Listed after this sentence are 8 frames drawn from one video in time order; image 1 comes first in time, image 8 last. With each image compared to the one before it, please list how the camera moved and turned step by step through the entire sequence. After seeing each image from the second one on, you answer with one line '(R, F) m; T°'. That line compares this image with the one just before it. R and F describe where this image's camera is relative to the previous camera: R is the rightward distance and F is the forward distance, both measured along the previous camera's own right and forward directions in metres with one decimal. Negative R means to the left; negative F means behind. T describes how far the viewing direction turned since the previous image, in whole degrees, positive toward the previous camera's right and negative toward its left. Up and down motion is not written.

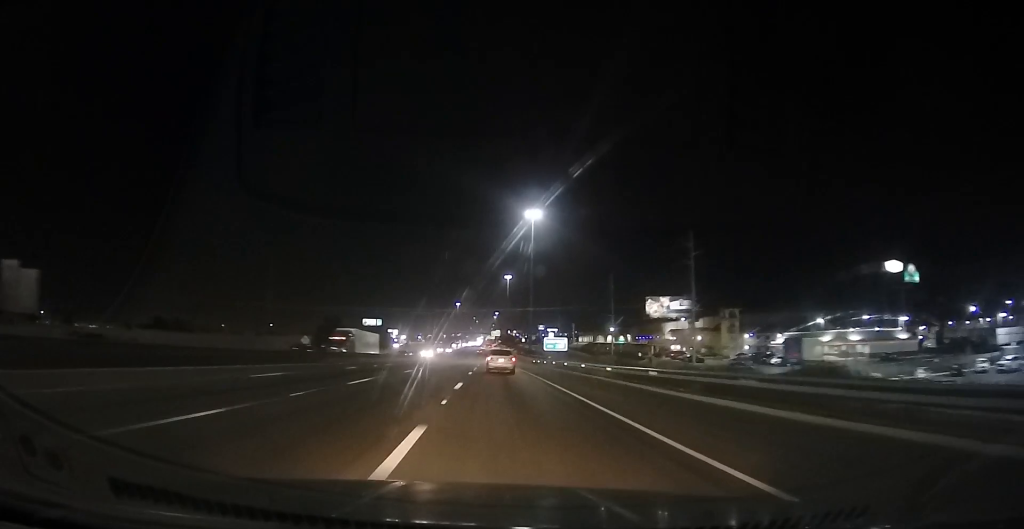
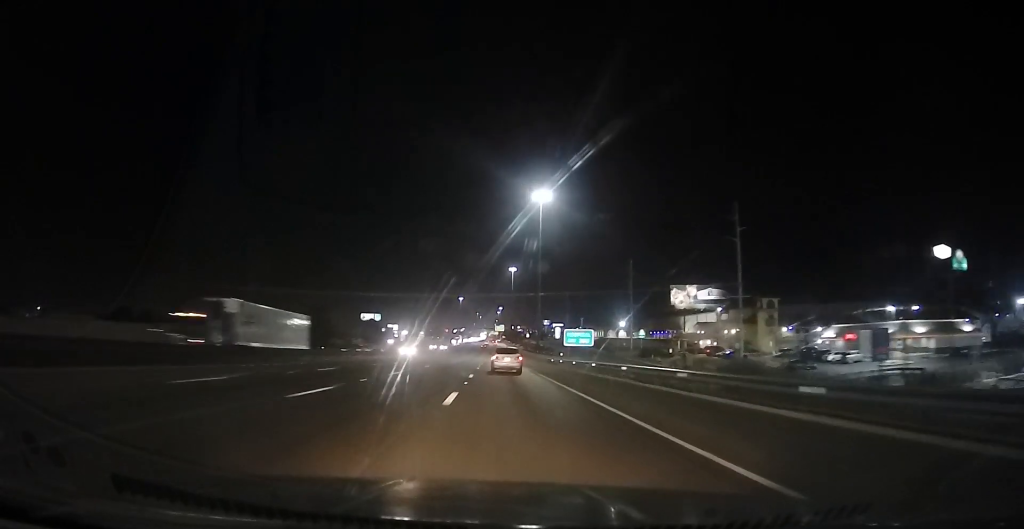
(0.0, +17.8) m; 0°
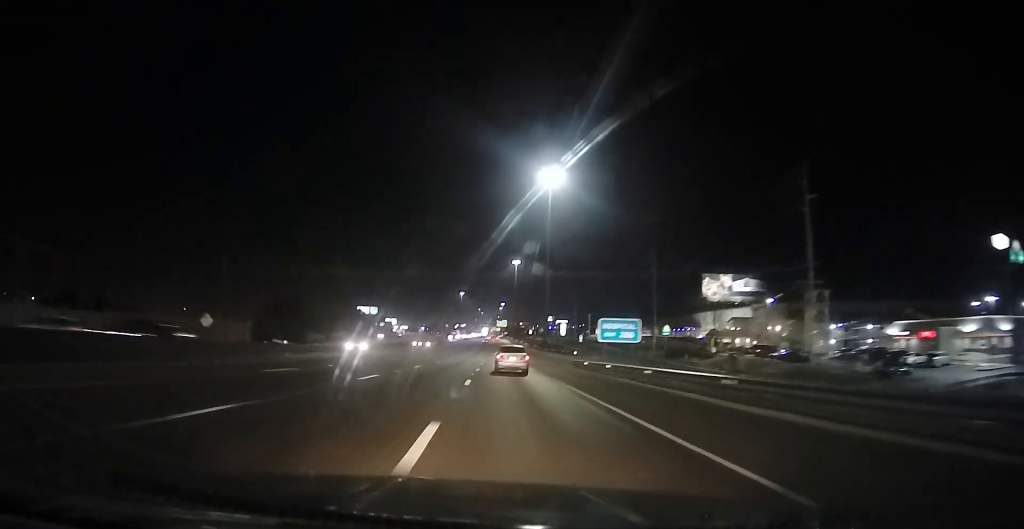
(+0.3, +18.7) m; +1°
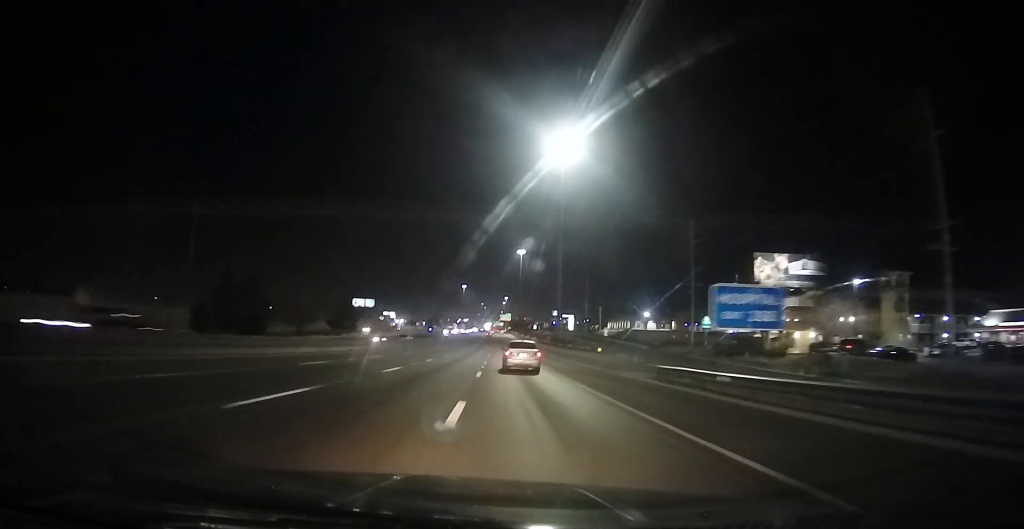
(0.0, +21.5) m; -1°
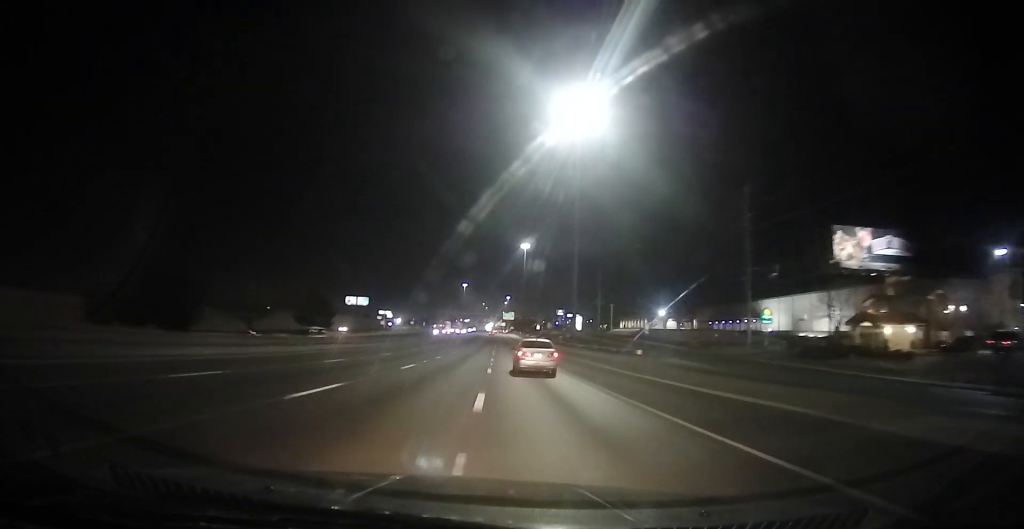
(-0.2, +22.4) m; -1°
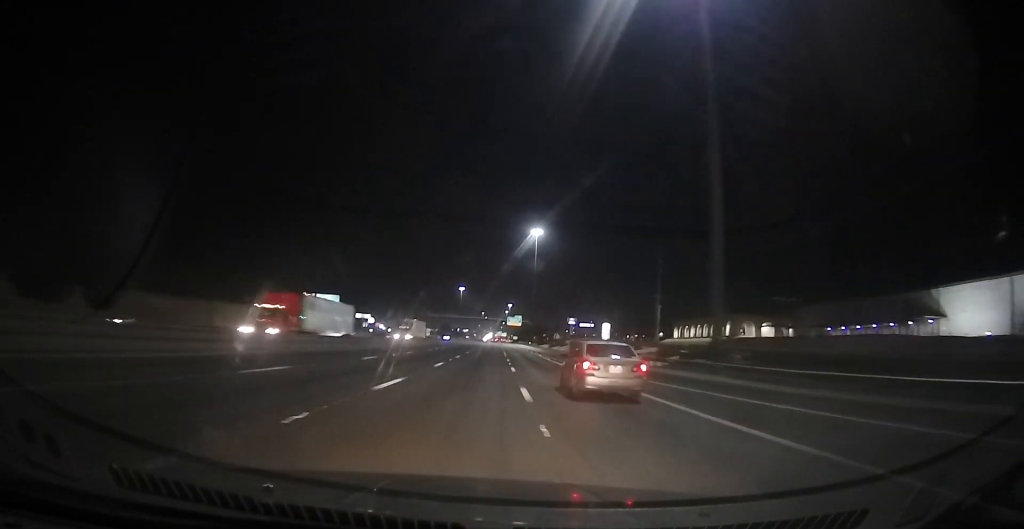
(-0.3, +69.8) m; +1°
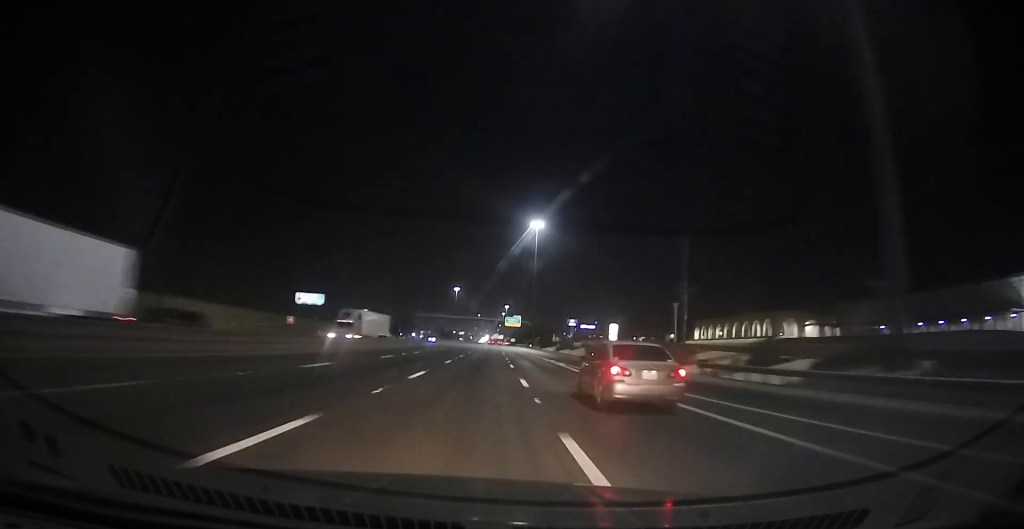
(+0.1, +20.4) m; 0°
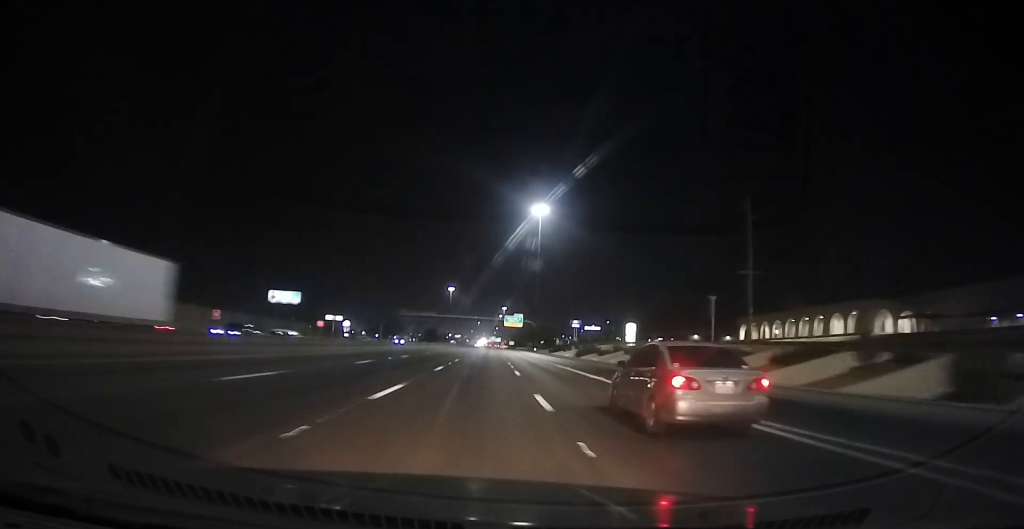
(0.0, +29.7) m; 0°
